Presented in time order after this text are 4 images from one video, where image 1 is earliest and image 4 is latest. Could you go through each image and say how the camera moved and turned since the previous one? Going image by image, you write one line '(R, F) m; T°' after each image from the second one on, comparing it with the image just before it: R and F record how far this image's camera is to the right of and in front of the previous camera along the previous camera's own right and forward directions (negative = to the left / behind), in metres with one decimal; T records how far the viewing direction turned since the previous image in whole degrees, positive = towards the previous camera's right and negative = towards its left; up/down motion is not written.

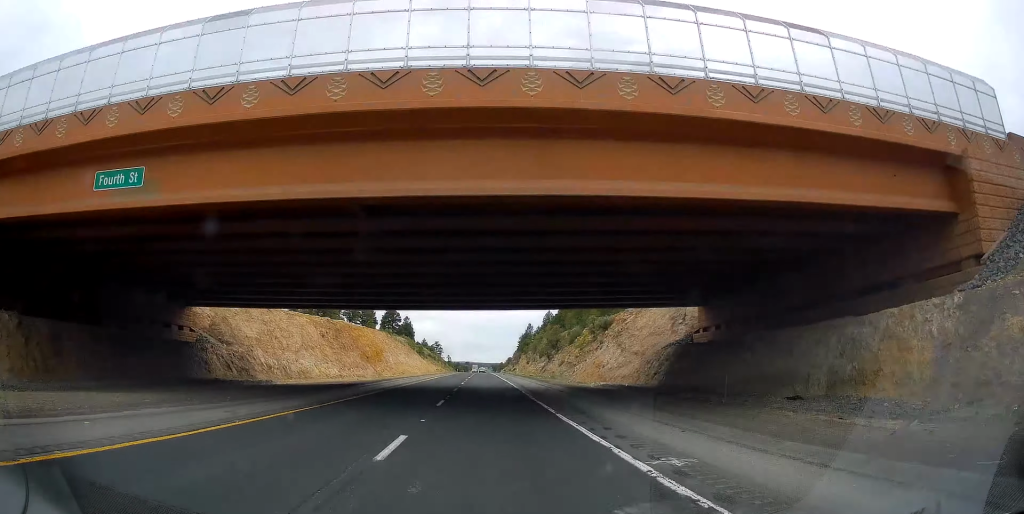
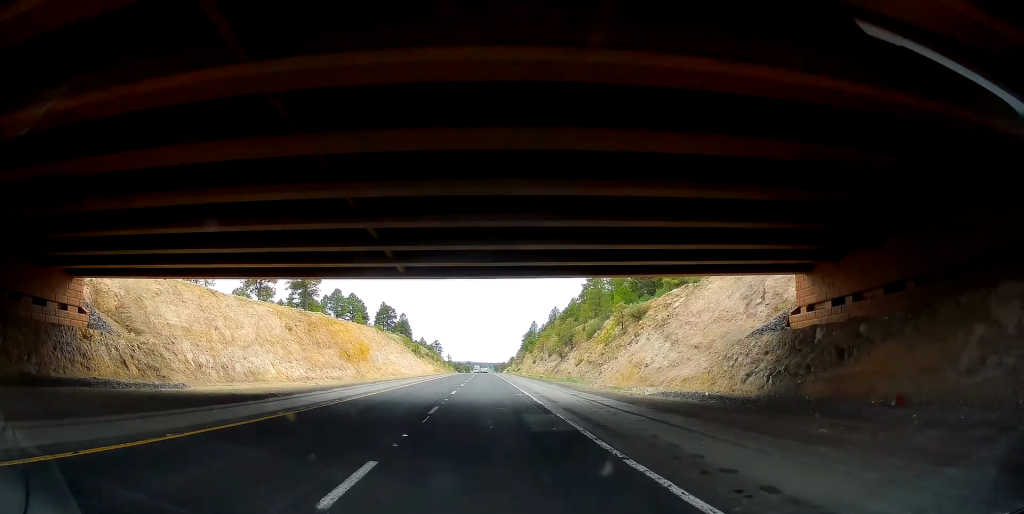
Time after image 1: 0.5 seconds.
(0.0, +15.2) m; 0°
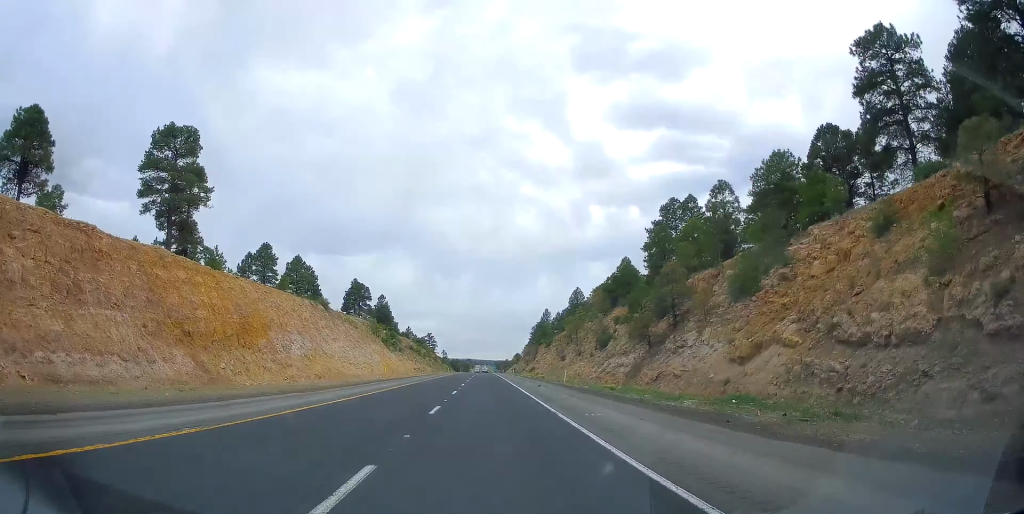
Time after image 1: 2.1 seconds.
(+0.4, +48.6) m; -1°
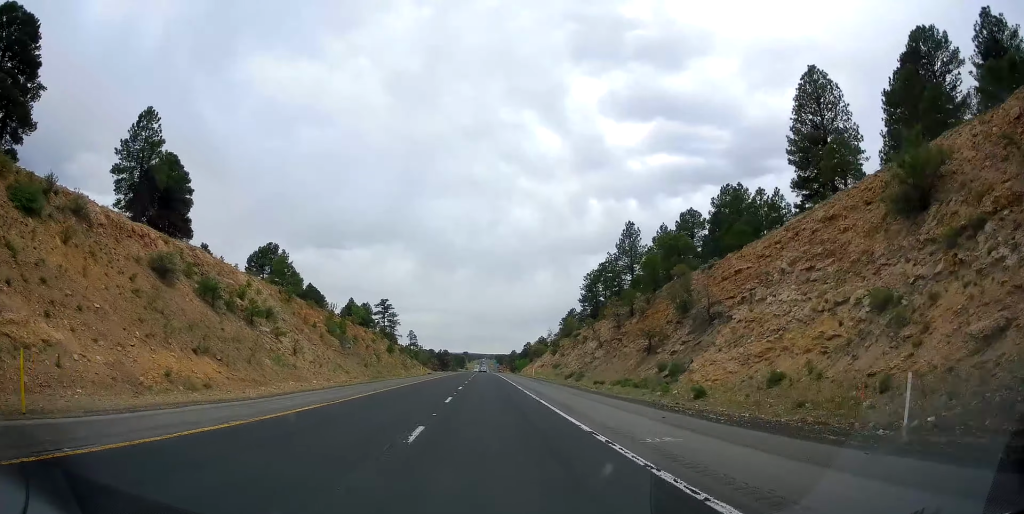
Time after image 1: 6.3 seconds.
(-1.0, +126.2) m; 0°
